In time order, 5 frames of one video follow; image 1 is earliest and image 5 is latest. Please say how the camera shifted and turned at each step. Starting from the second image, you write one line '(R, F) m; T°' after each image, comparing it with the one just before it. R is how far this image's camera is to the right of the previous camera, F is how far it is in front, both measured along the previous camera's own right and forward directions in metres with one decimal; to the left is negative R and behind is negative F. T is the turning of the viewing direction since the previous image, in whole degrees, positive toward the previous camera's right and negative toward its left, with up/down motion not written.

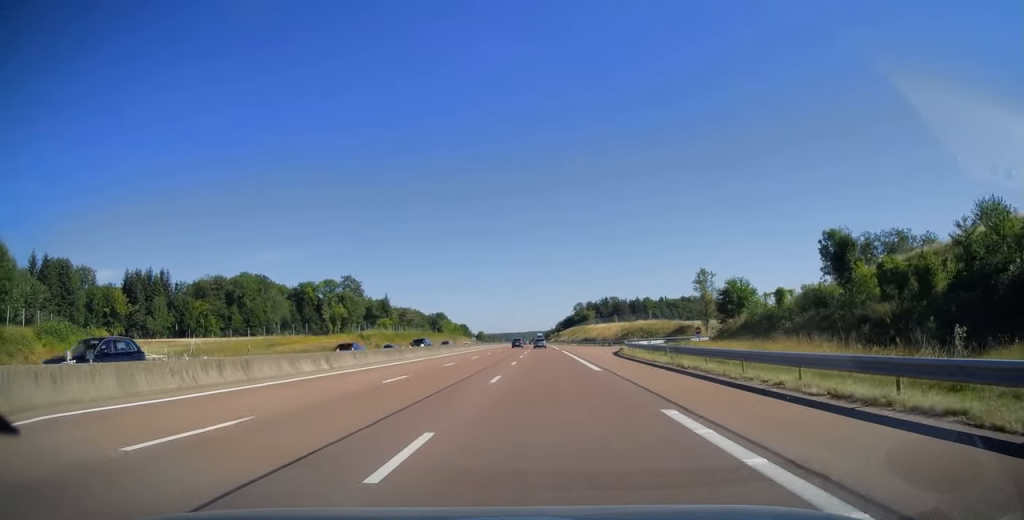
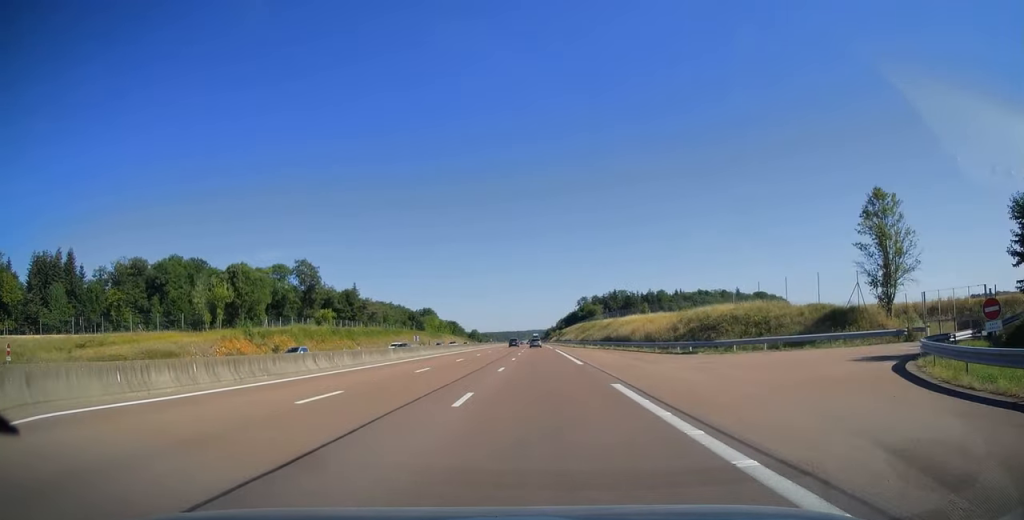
(-0.1, +45.8) m; 0°
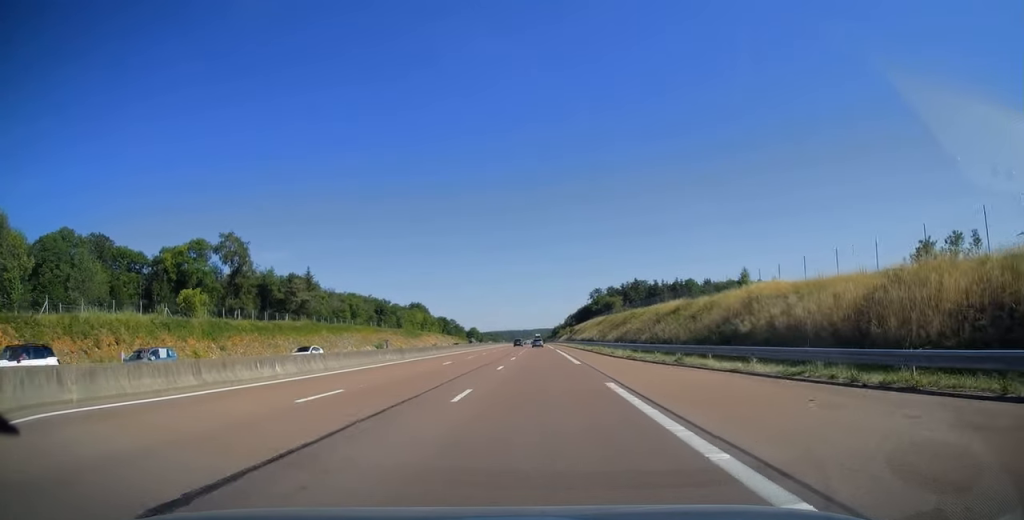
(0.0, +51.4) m; 0°
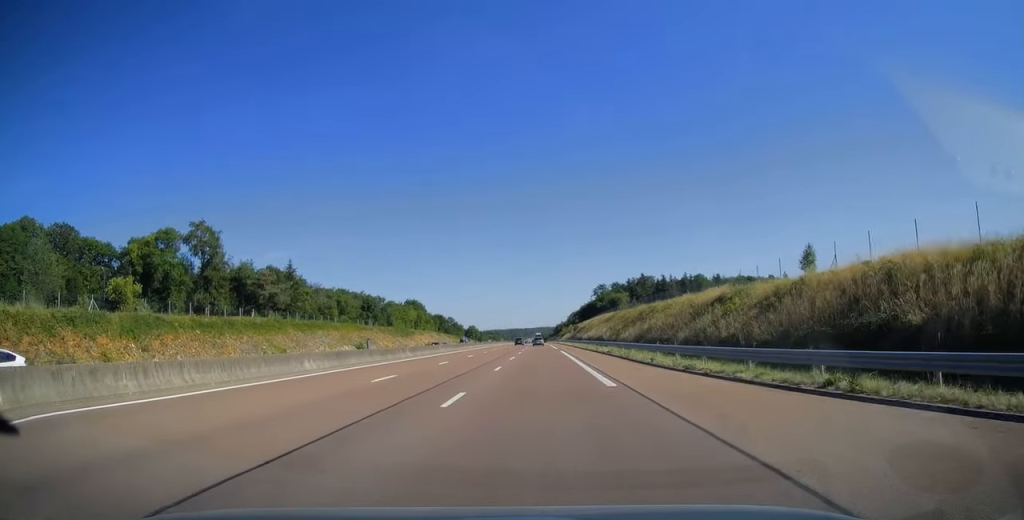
(0.0, +14.2) m; 0°
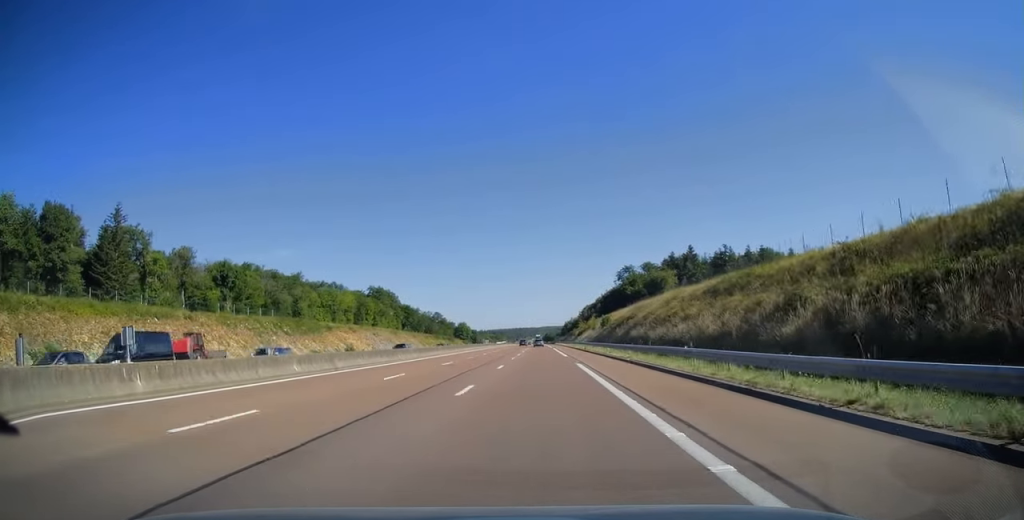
(-0.8, +75.5) m; -1°
